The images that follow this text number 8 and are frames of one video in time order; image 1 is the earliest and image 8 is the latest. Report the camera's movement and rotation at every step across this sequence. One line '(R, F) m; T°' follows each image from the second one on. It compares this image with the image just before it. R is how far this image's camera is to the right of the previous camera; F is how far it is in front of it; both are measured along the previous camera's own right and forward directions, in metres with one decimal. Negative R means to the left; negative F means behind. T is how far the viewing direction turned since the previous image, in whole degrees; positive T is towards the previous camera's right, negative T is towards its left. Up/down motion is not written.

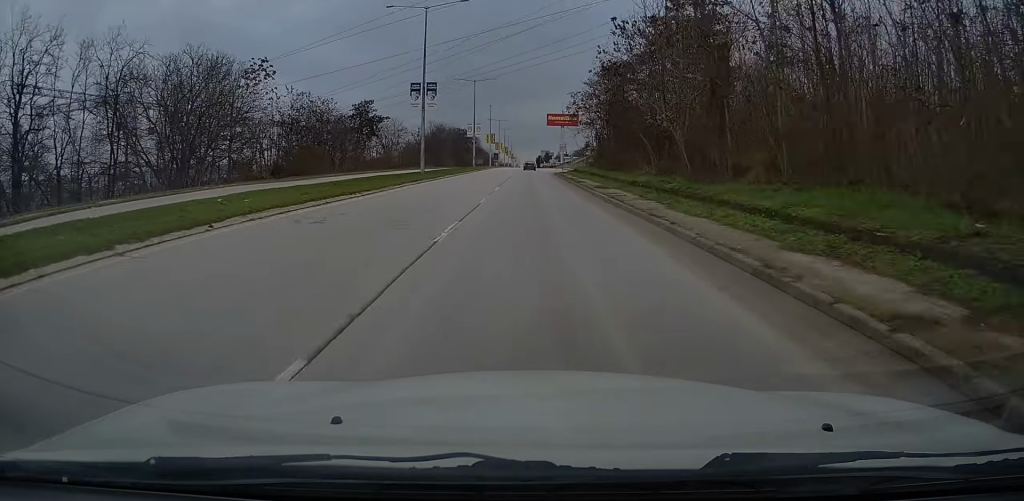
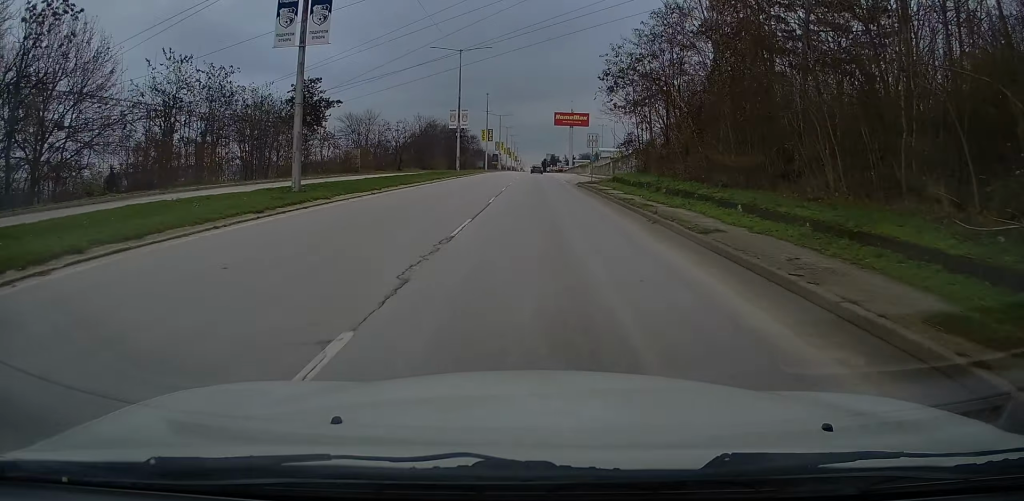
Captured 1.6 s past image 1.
(0.0, +26.3) m; 0°
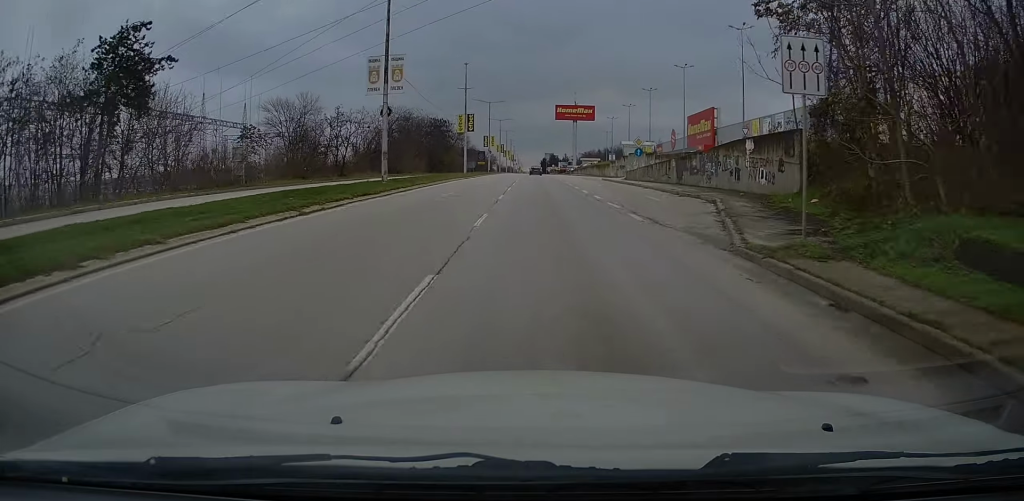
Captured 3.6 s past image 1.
(-0.1, +32.3) m; 0°
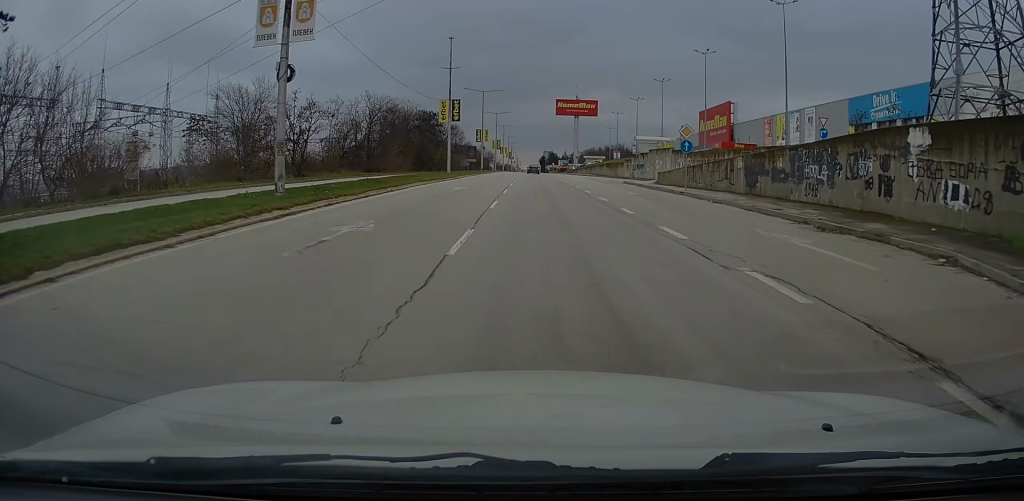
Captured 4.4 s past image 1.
(0.0, +13.6) m; 0°
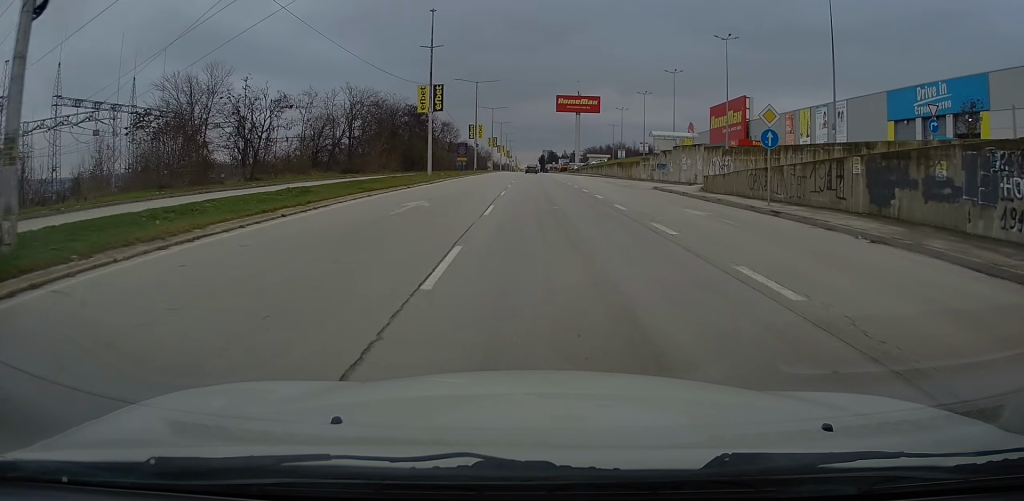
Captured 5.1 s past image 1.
(0.0, +10.8) m; 0°
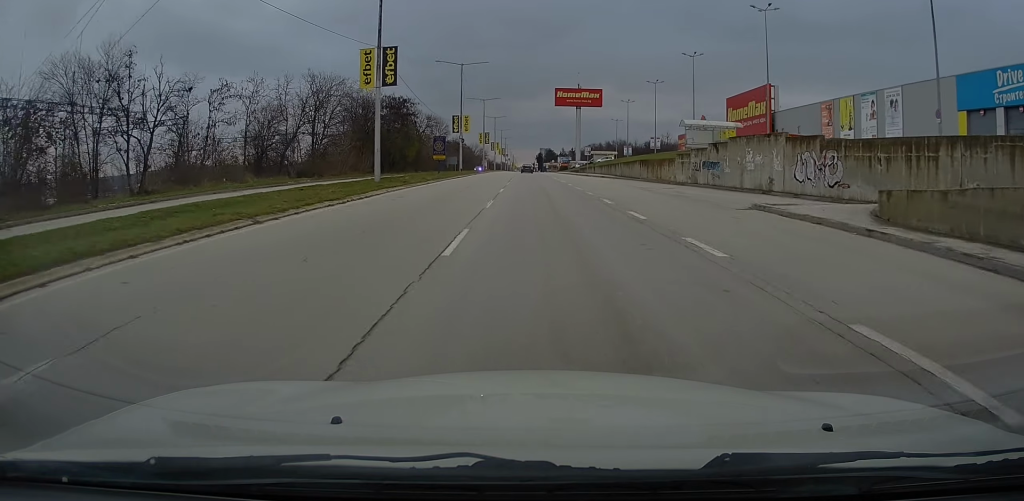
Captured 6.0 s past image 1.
(+0.1, +15.6) m; +1°
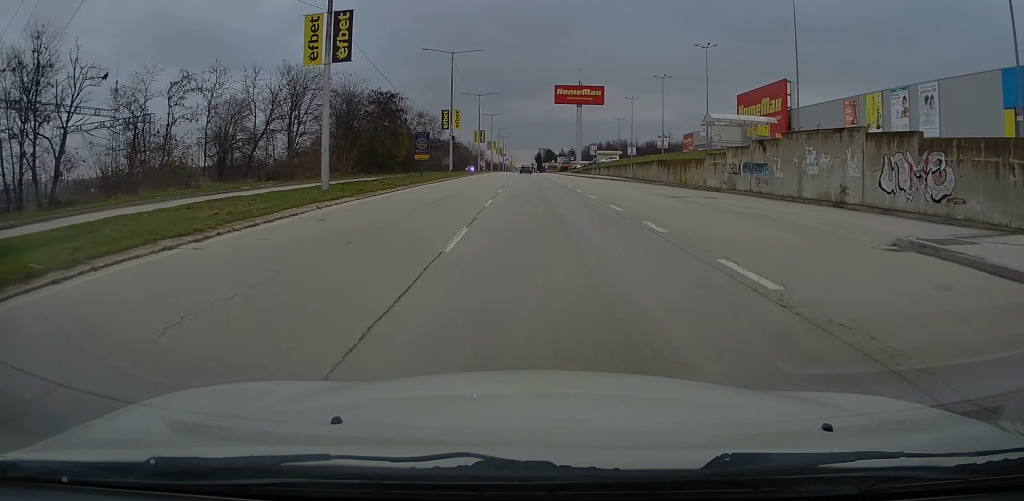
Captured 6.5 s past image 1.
(+0.1, +8.0) m; 0°
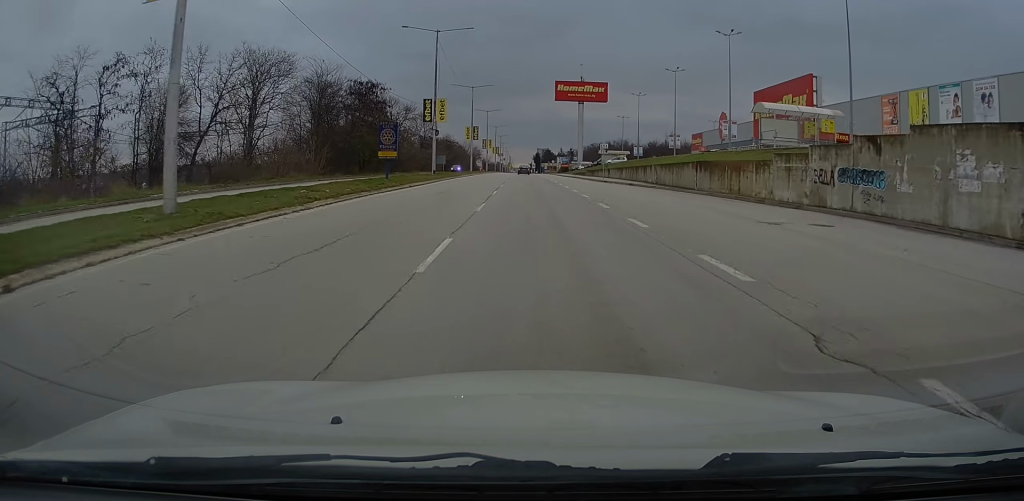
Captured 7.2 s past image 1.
(+0.2, +10.7) m; 0°
